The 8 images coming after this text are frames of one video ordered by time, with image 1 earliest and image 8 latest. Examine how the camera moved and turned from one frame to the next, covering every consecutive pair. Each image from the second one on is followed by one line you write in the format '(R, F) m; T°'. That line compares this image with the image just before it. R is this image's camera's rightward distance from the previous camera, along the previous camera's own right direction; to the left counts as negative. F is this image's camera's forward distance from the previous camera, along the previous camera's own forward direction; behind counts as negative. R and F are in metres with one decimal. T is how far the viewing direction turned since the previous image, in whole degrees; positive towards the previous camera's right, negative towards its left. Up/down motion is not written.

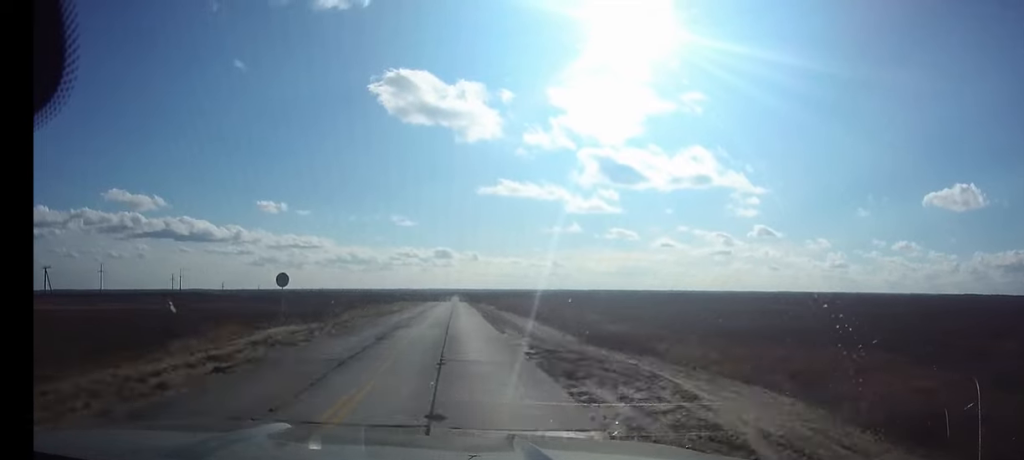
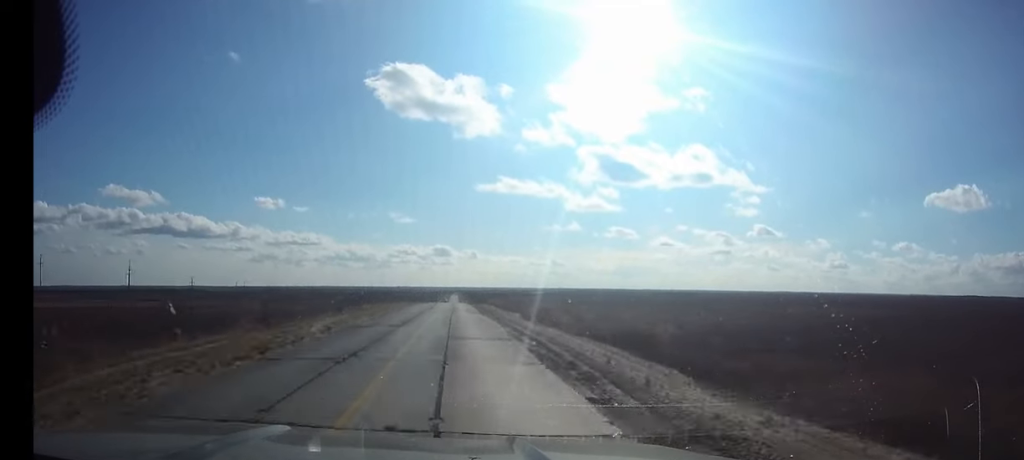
(0.0, +30.2) m; 0°
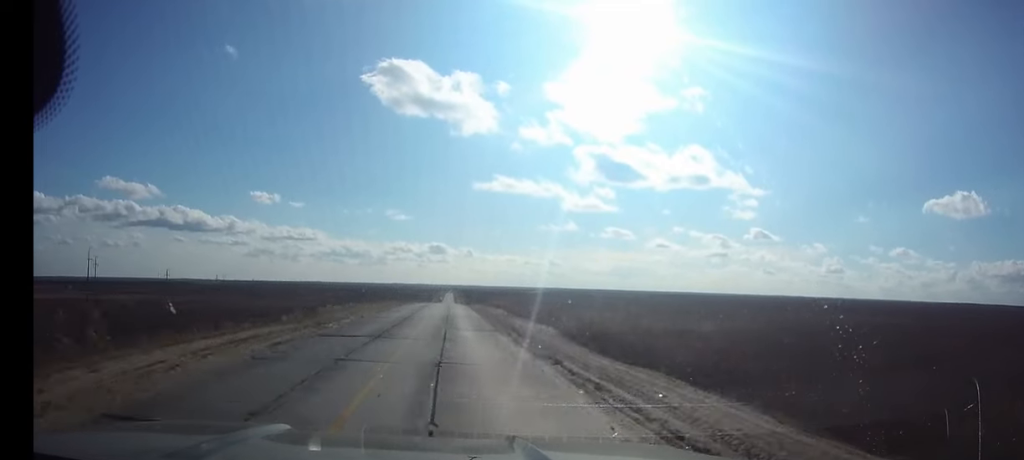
(0.0, +18.0) m; 0°
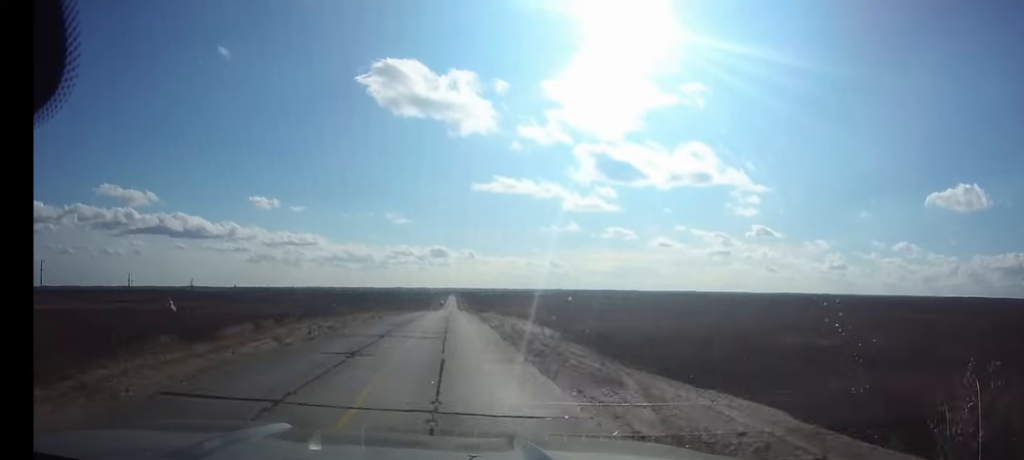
(0.0, +29.0) m; 0°
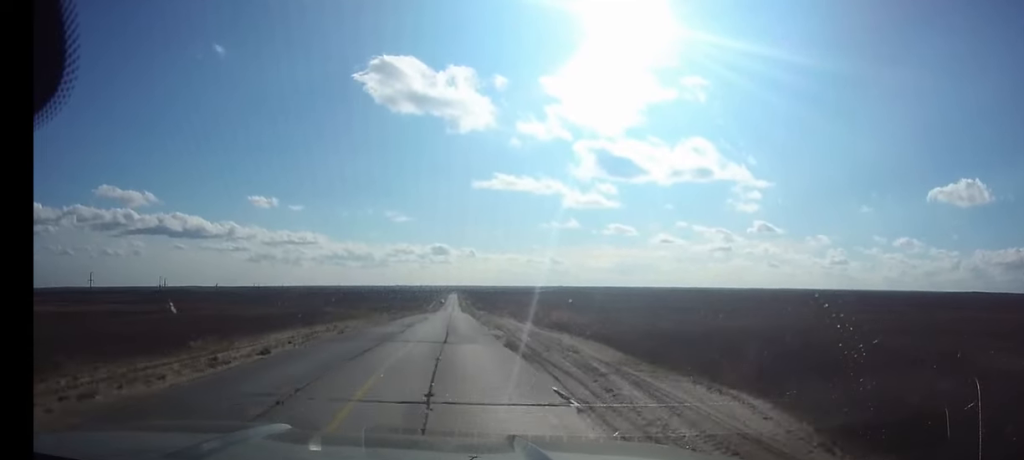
(0.0, +23.0) m; 0°
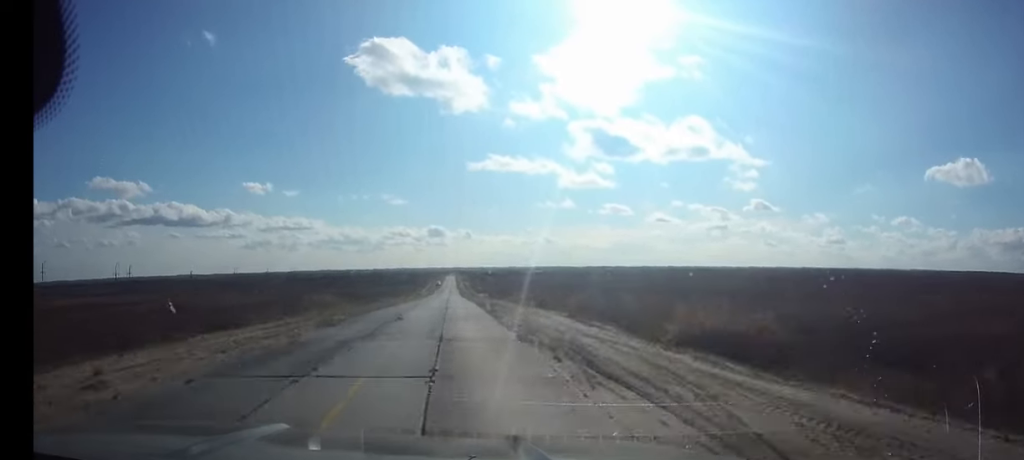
(0.0, +23.1) m; 0°
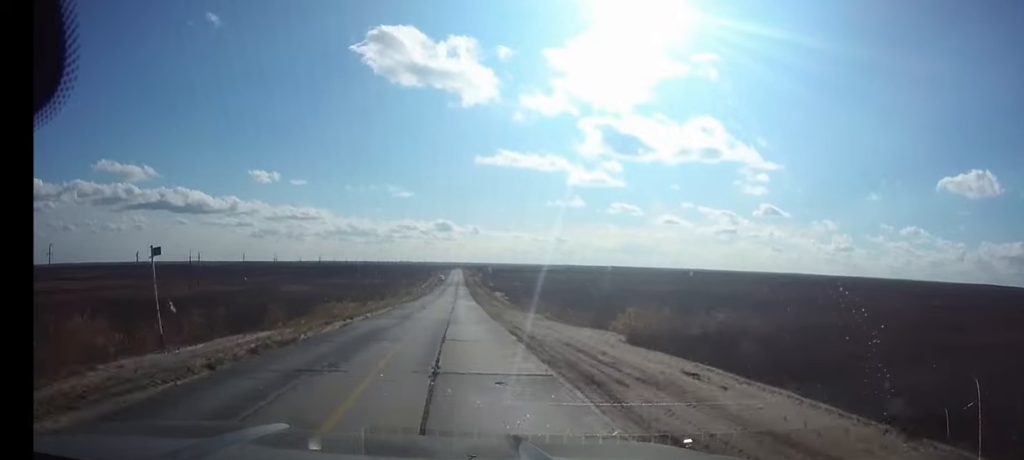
(-0.1, +46.8) m; 0°
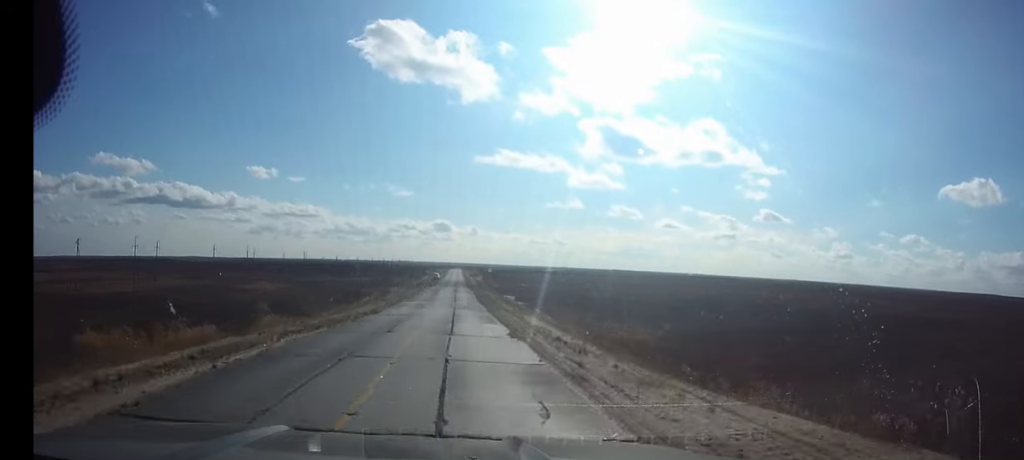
(0.0, +34.5) m; 0°
